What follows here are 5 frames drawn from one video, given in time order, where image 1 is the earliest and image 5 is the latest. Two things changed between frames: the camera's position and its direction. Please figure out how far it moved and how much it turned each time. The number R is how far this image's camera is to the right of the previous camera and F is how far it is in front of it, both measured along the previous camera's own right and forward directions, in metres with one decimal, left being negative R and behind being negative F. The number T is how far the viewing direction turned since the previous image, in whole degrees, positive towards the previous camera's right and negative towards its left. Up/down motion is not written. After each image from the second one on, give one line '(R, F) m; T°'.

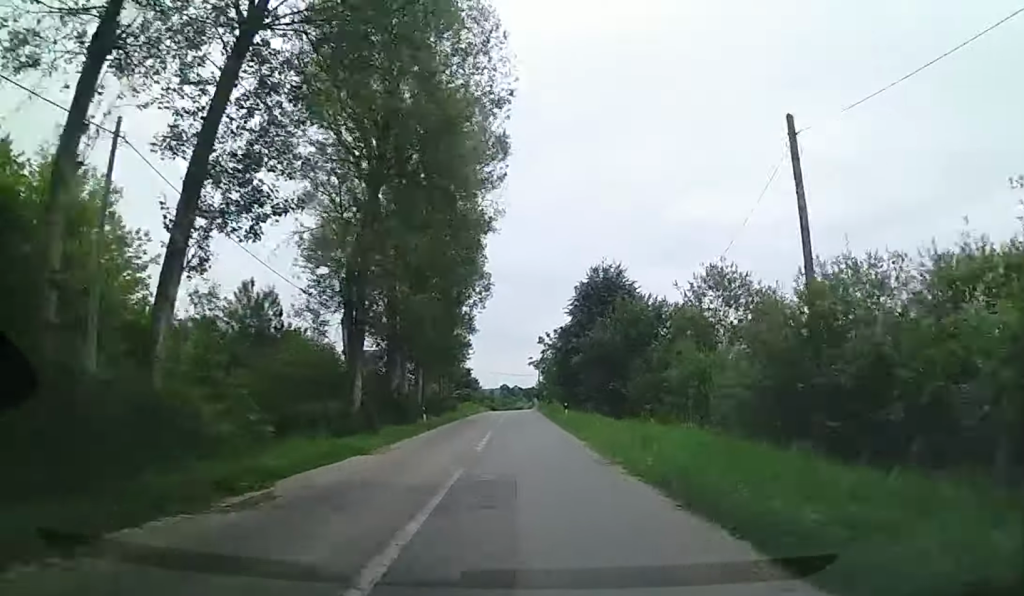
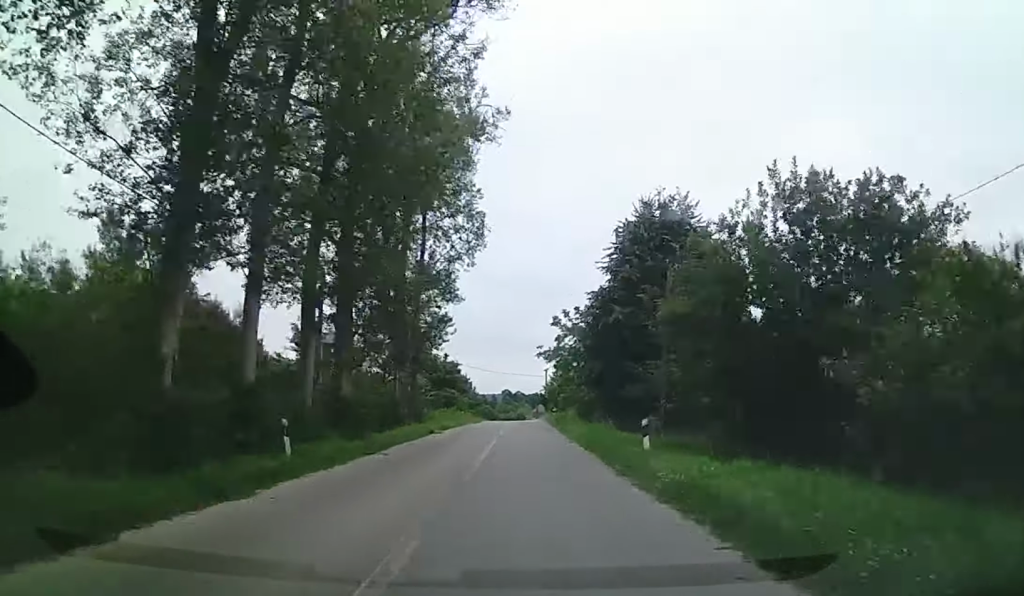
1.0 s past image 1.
(+0.8, +22.0) m; +2°
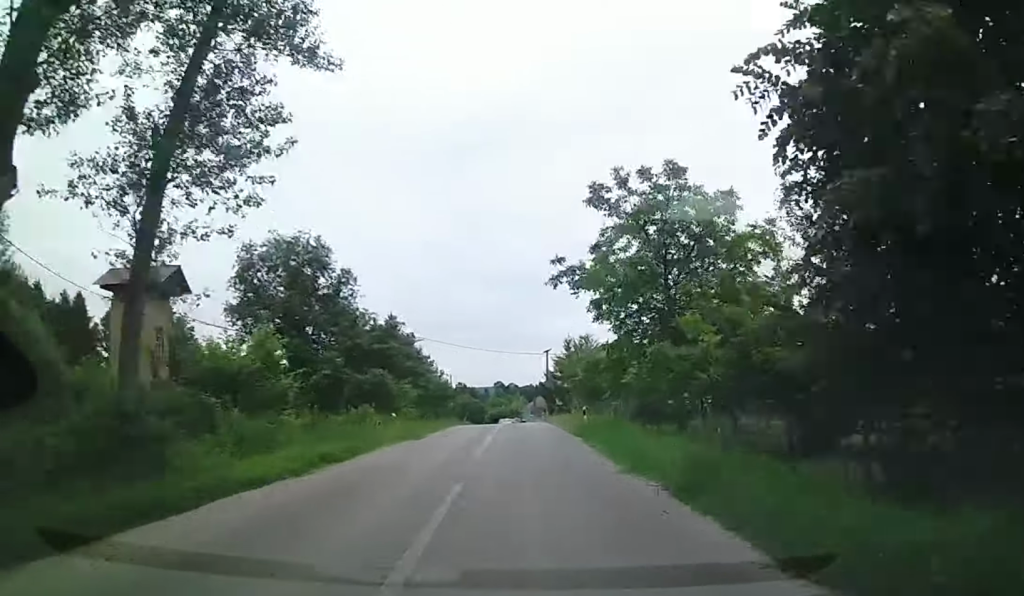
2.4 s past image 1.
(-0.1, +29.5) m; -1°
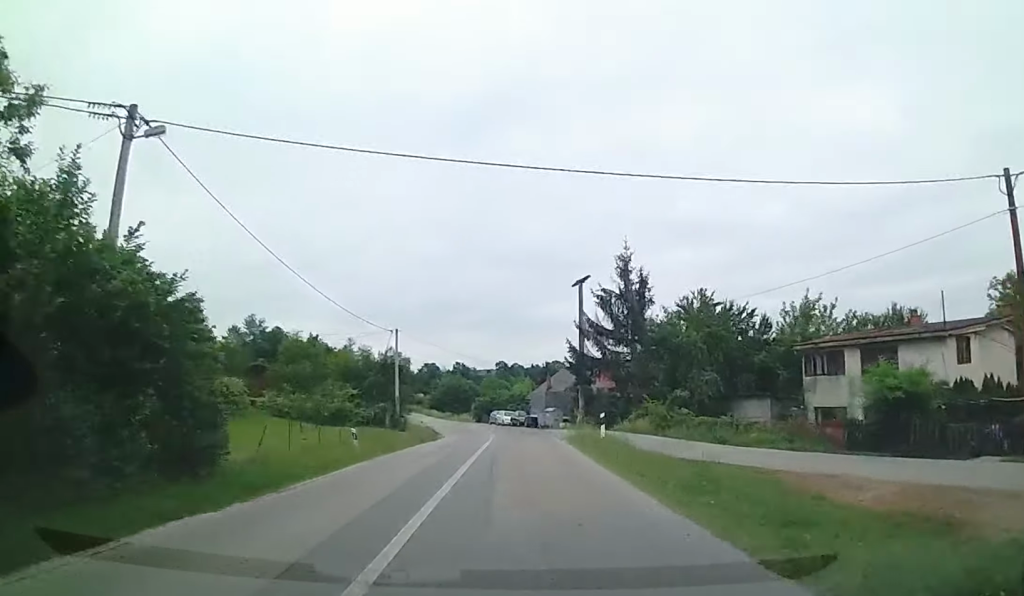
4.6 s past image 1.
(-0.1, +44.7) m; -1°
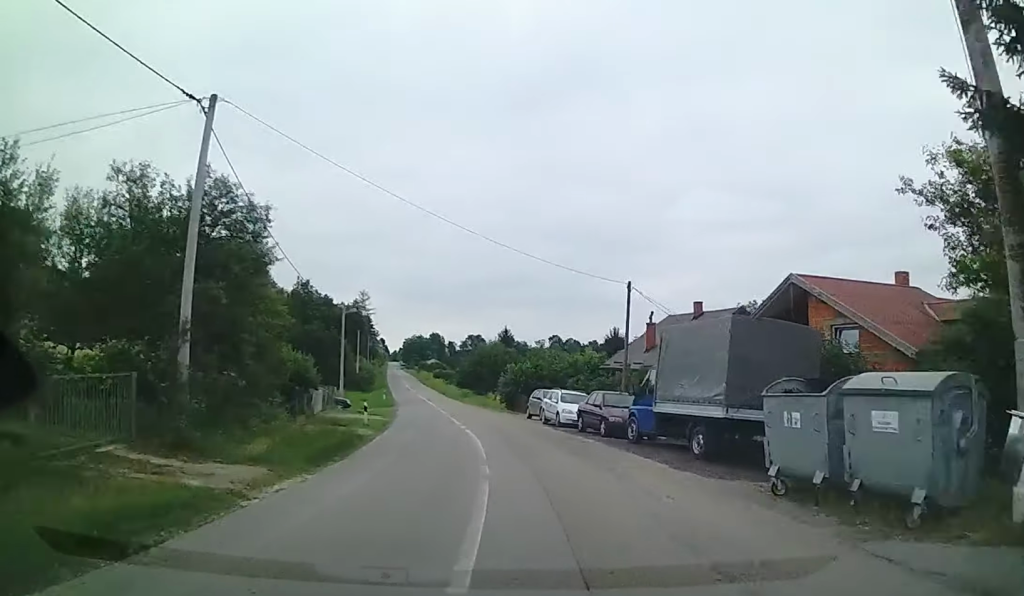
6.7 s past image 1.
(-1.2, +37.6) m; -7°
